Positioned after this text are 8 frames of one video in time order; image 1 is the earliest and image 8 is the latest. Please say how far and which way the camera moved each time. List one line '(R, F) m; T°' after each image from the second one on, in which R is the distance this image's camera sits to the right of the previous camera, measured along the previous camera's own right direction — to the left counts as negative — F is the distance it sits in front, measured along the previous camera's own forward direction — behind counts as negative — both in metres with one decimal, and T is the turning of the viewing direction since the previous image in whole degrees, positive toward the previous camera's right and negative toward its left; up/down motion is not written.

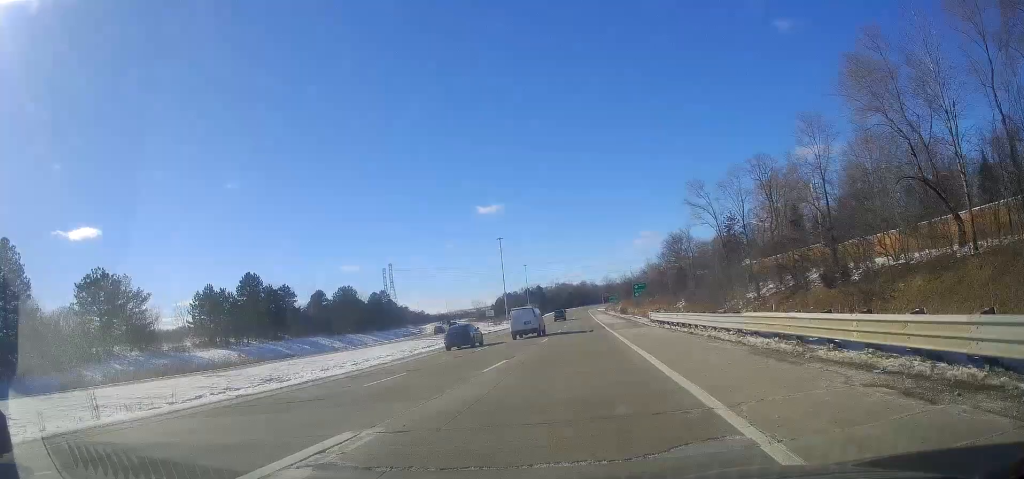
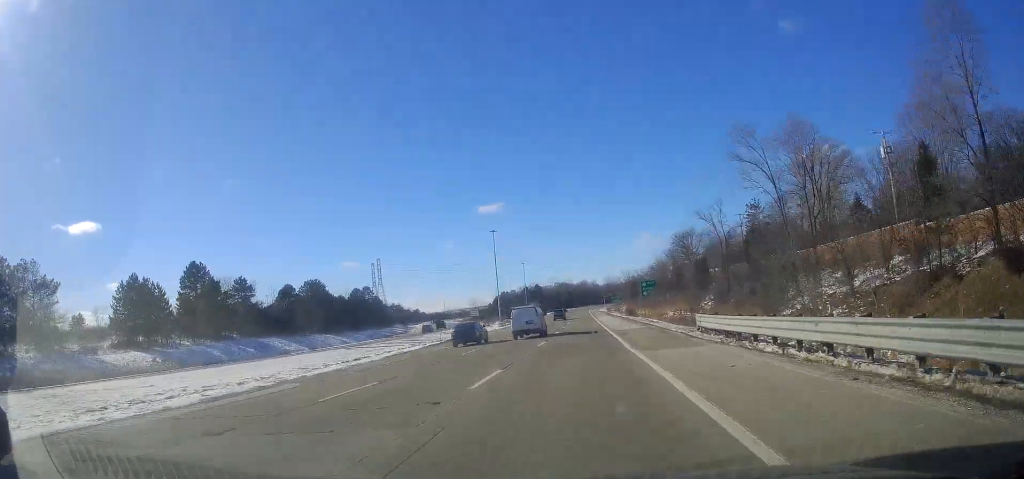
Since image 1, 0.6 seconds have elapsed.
(-0.1, +19.2) m; 0°
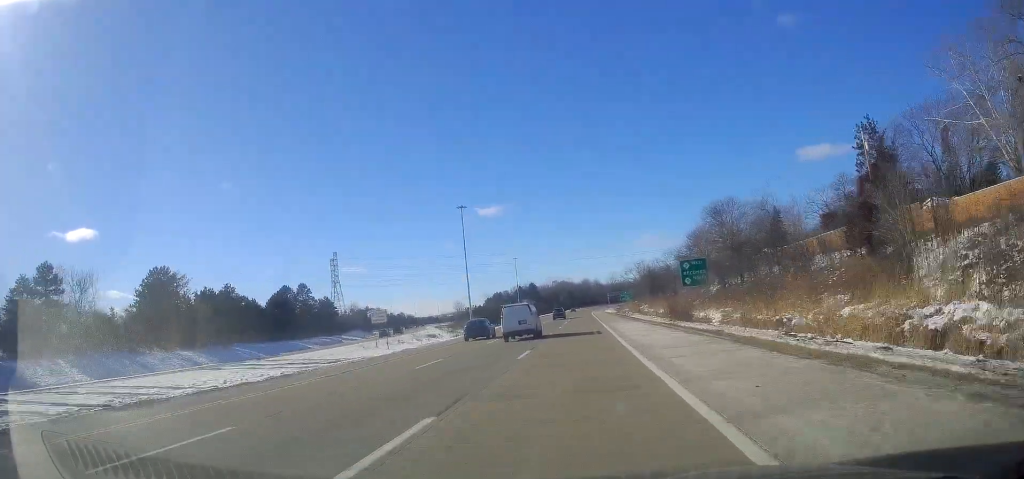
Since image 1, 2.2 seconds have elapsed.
(+0.2, +53.1) m; +1°
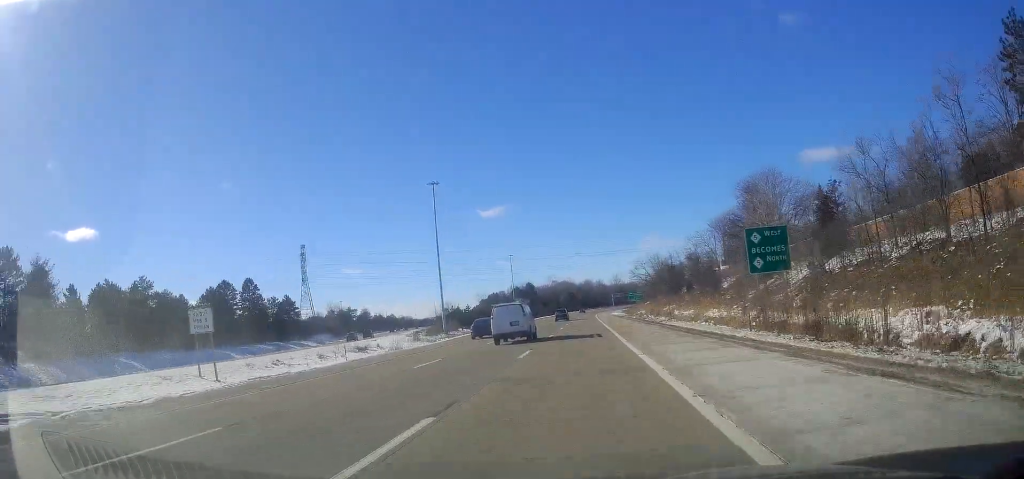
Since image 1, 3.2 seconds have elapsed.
(0.0, +31.0) m; -1°
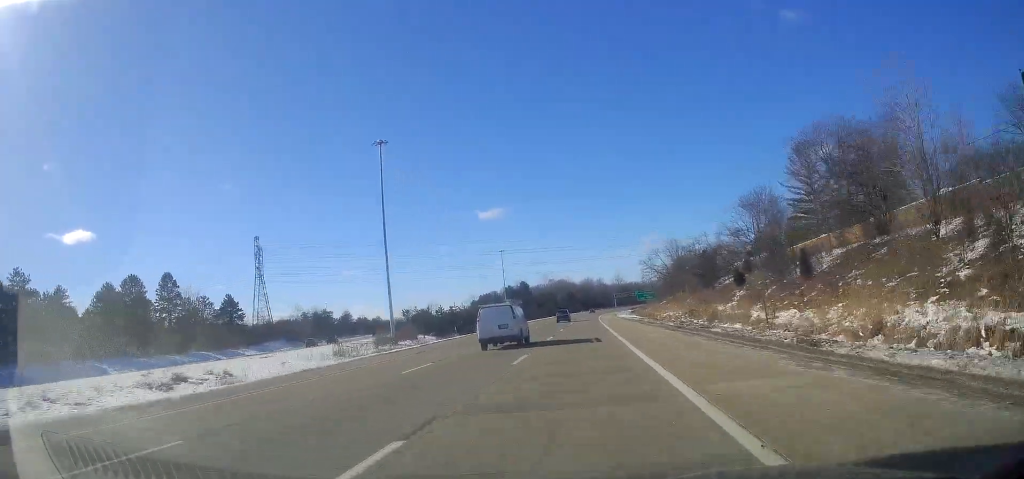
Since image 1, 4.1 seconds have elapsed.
(-0.4, +32.3) m; -1°
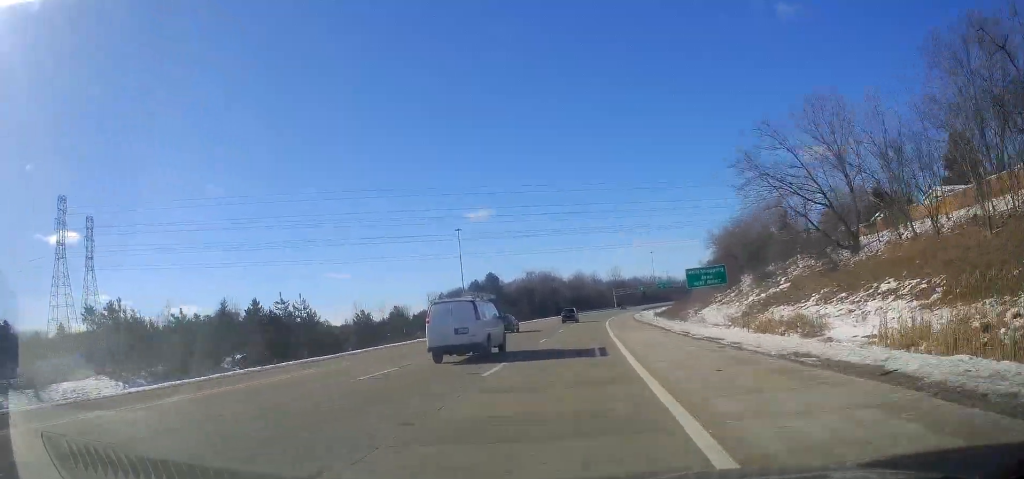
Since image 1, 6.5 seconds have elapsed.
(+2.3, +79.0) m; +3°
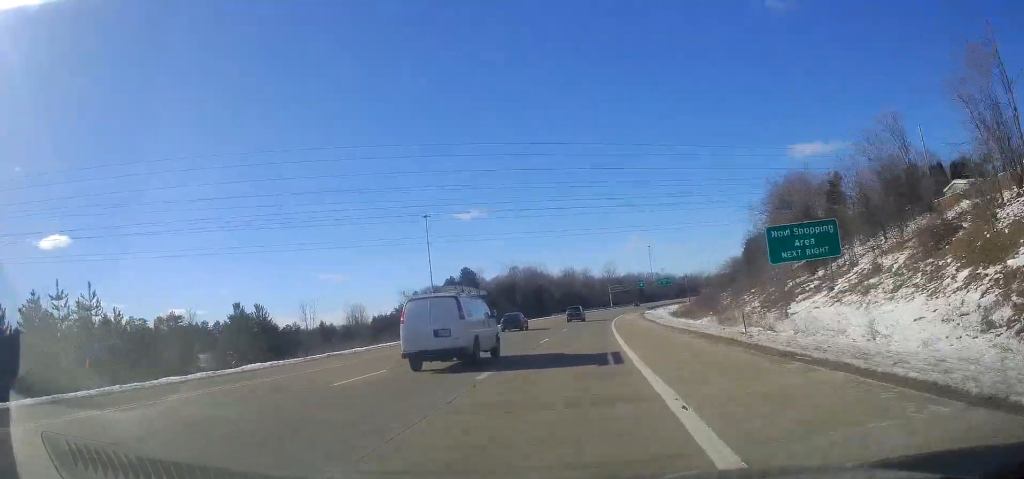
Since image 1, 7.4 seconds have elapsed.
(-0.2, +31.4) m; 0°
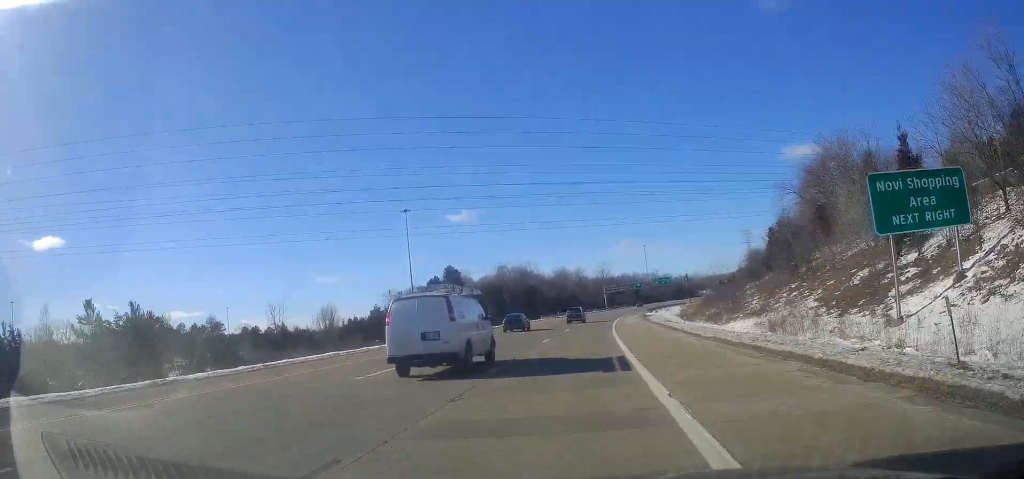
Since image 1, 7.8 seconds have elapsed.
(-0.1, +13.5) m; +1°
